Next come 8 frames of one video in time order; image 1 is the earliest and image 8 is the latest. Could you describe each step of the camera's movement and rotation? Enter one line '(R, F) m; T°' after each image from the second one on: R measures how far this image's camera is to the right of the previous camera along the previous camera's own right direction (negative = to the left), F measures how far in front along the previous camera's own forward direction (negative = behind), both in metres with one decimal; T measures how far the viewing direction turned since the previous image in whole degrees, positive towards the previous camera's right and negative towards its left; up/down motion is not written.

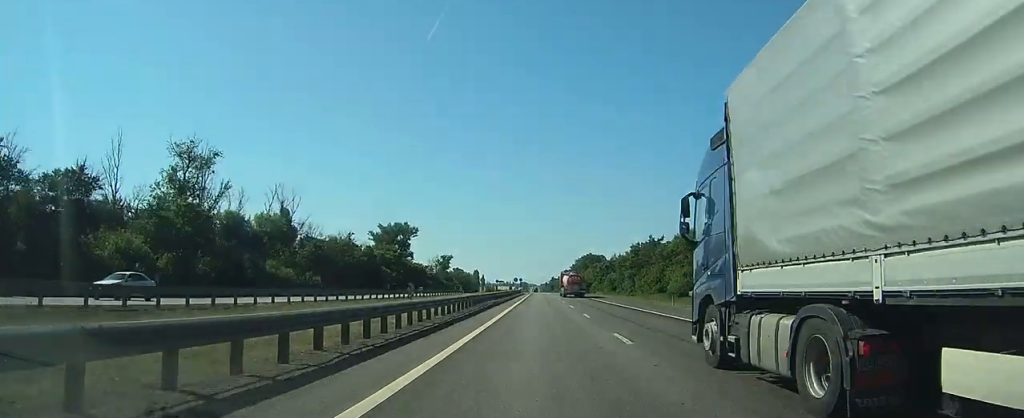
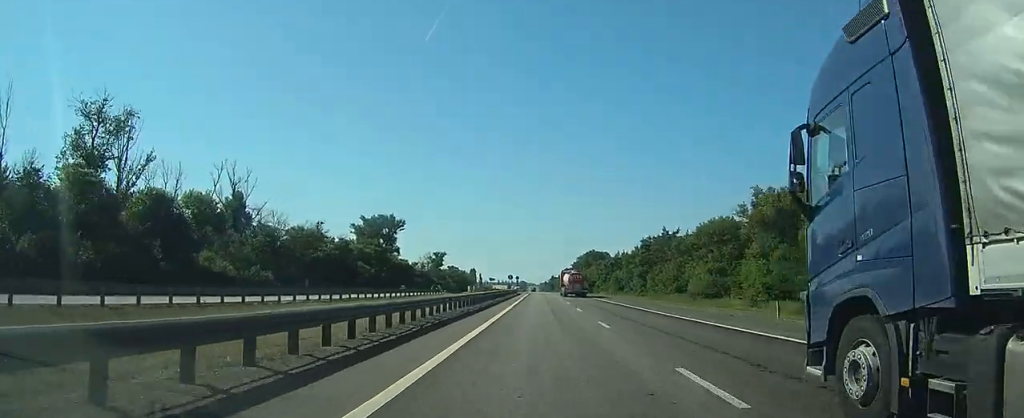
(0.0, +16.7) m; 0°
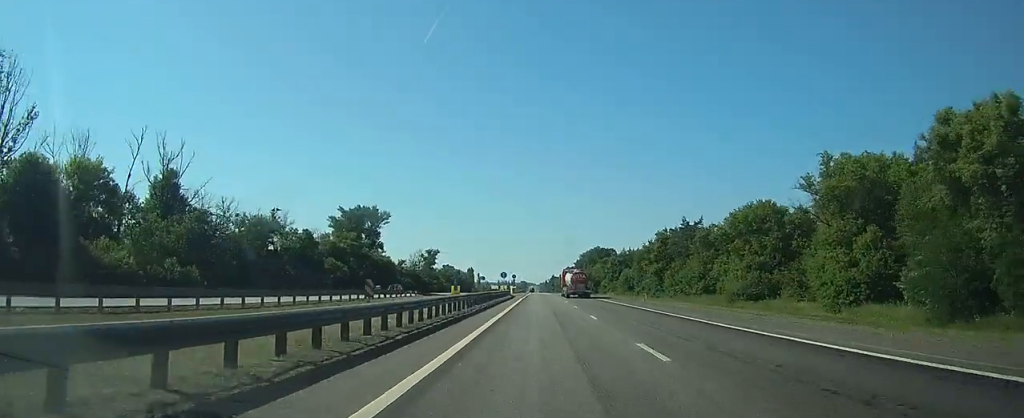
(0.0, +17.1) m; 0°
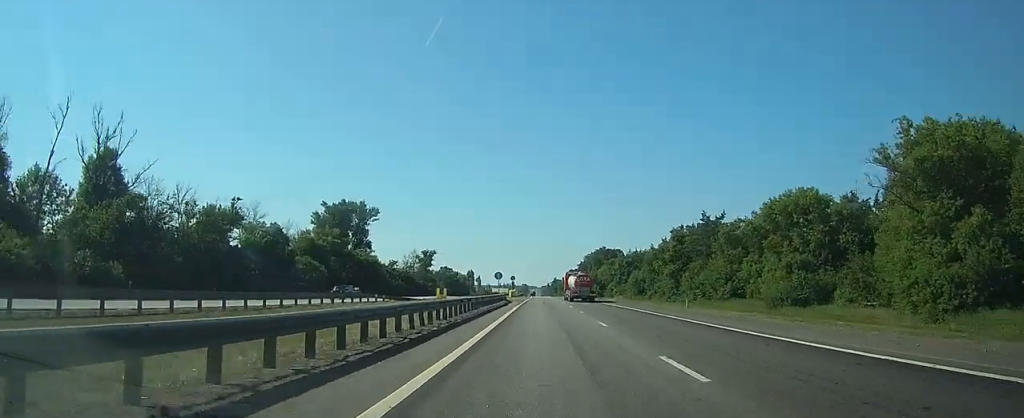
(0.0, +12.3) m; 0°
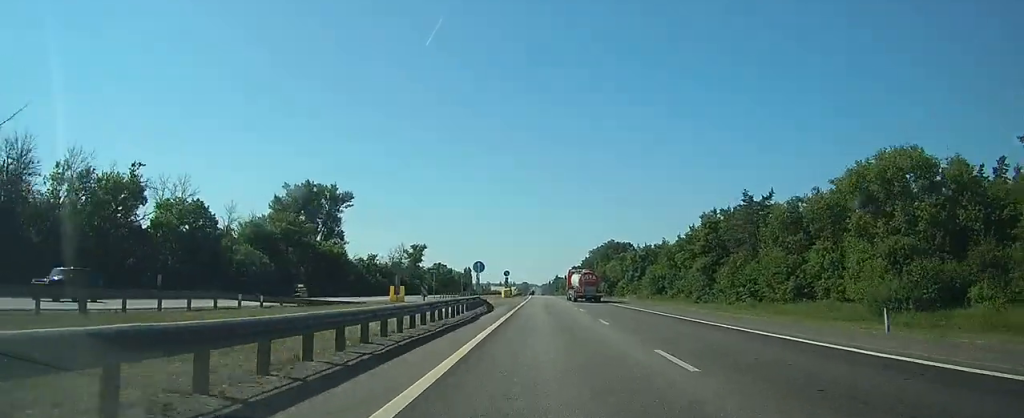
(0.0, +21.1) m; 0°
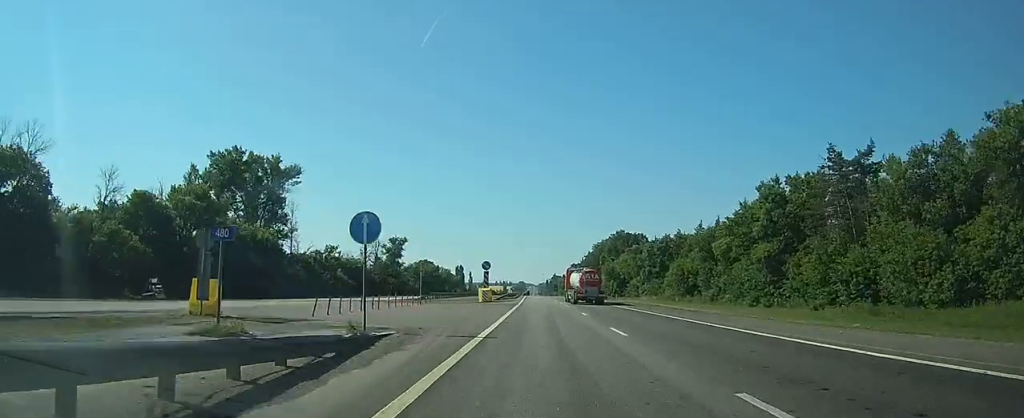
(0.0, +29.9) m; 0°
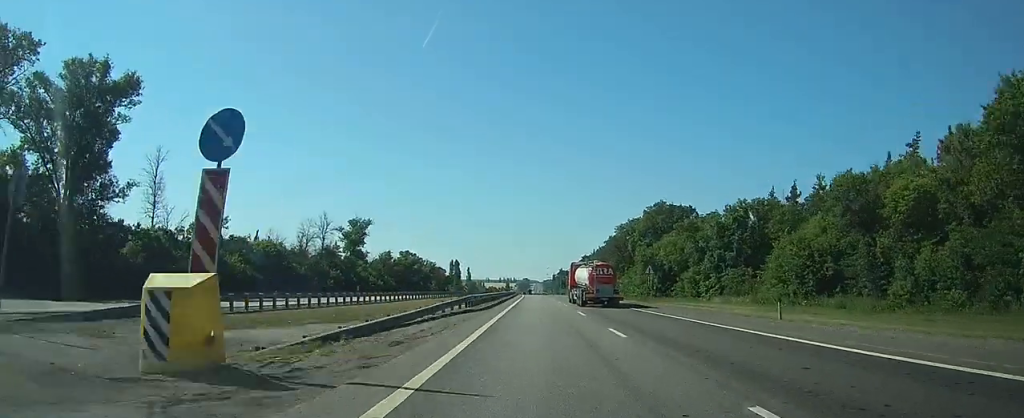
(0.0, +57.2) m; 0°
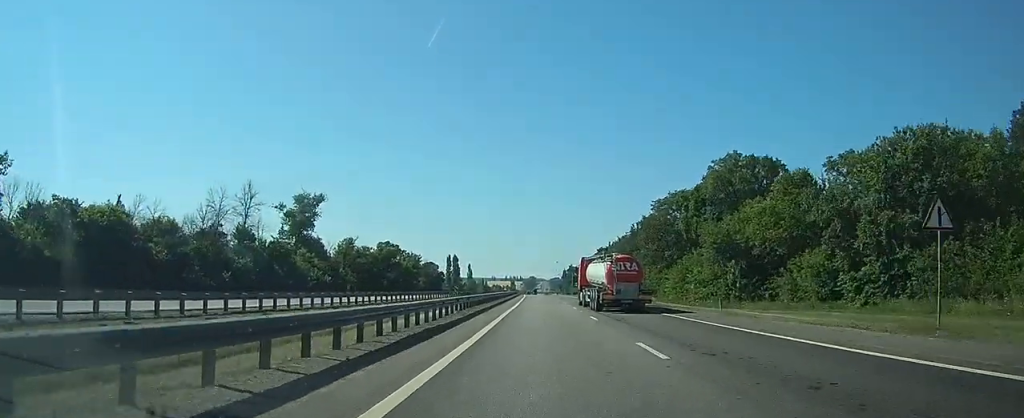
(-0.2, +44.8) m; -1°
